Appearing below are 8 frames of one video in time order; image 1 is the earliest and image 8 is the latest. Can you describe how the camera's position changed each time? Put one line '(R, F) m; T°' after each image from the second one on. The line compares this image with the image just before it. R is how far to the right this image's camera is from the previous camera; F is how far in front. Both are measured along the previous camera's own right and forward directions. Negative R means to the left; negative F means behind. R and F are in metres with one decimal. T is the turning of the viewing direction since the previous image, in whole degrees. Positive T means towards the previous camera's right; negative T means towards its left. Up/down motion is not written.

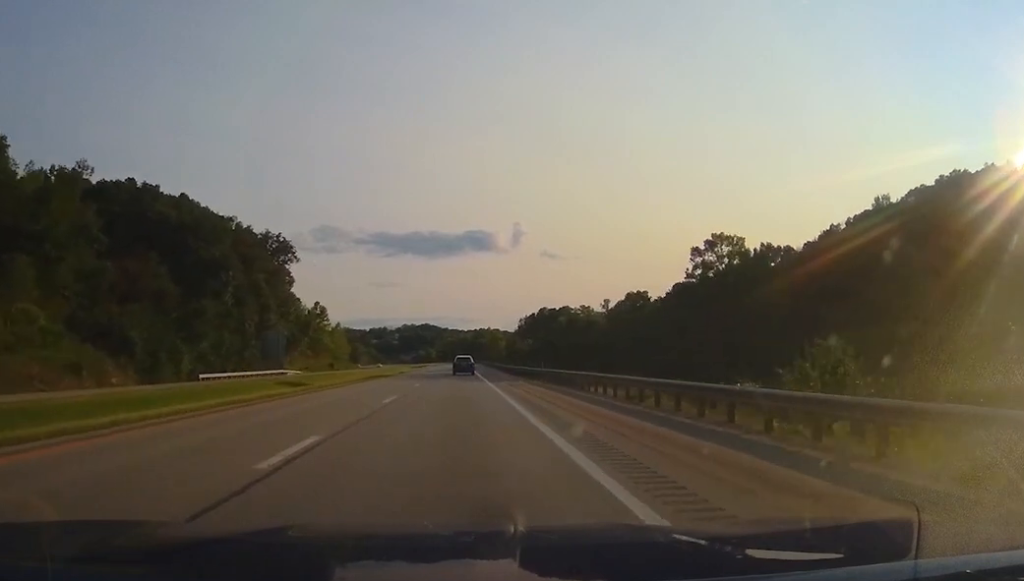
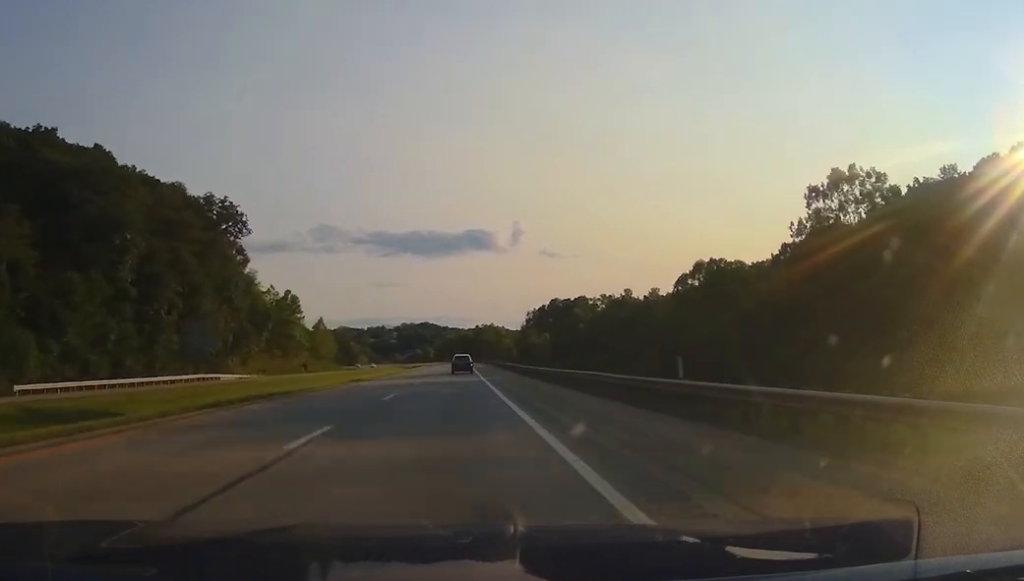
(0.0, +35.3) m; 0°
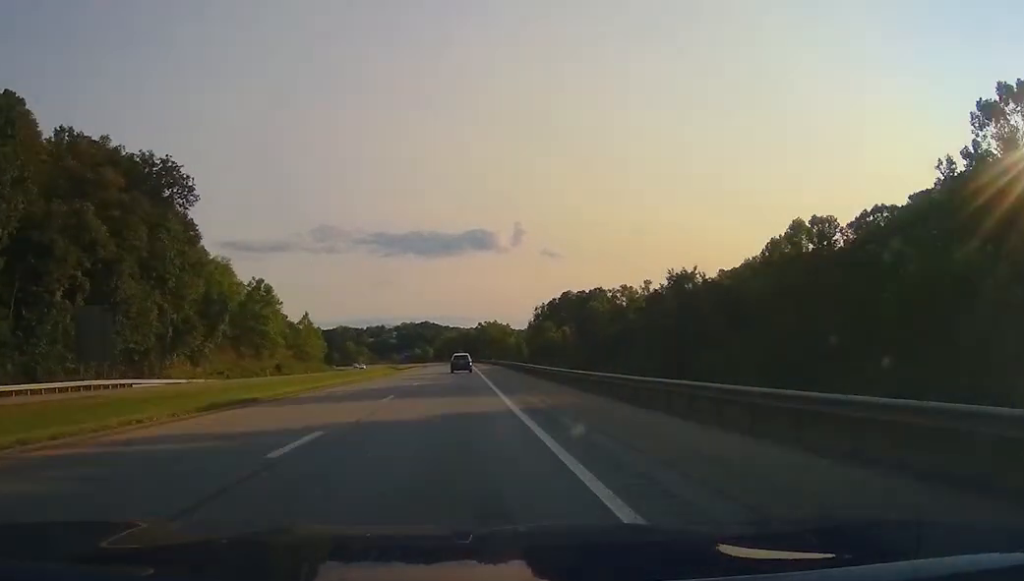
(0.0, +25.2) m; 0°
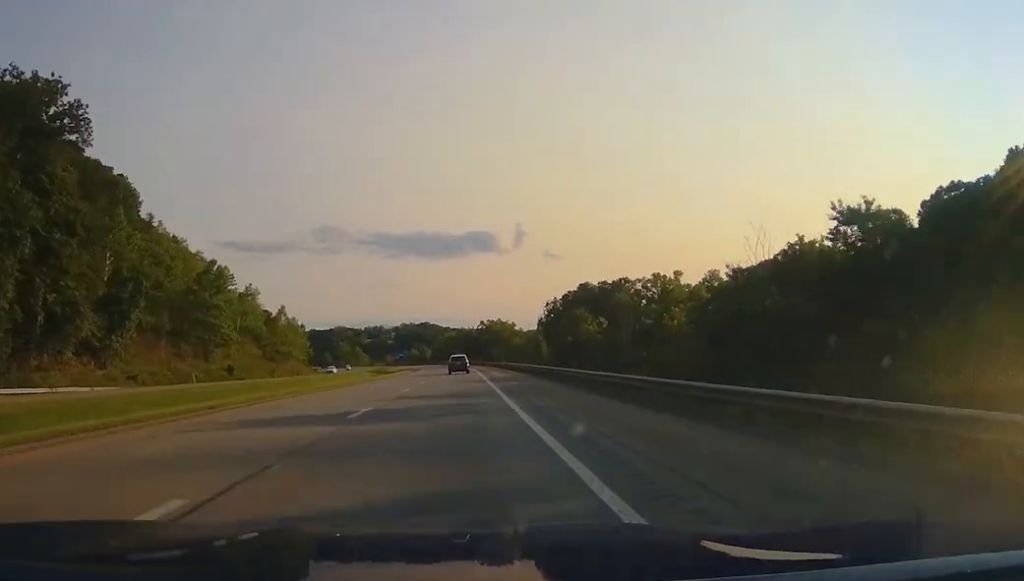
(+0.1, +30.5) m; 0°
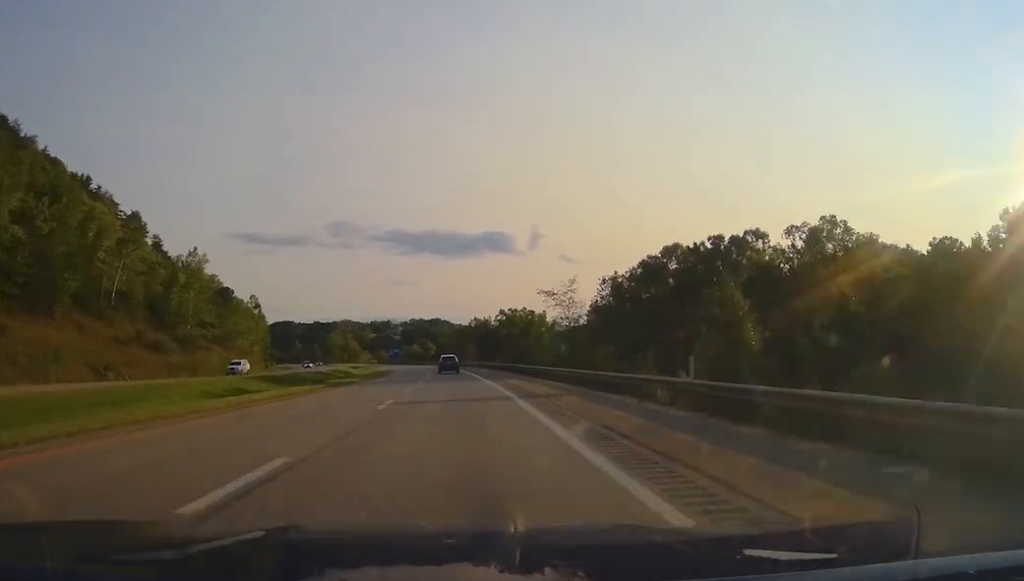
(-0.6, +70.6) m; -1°
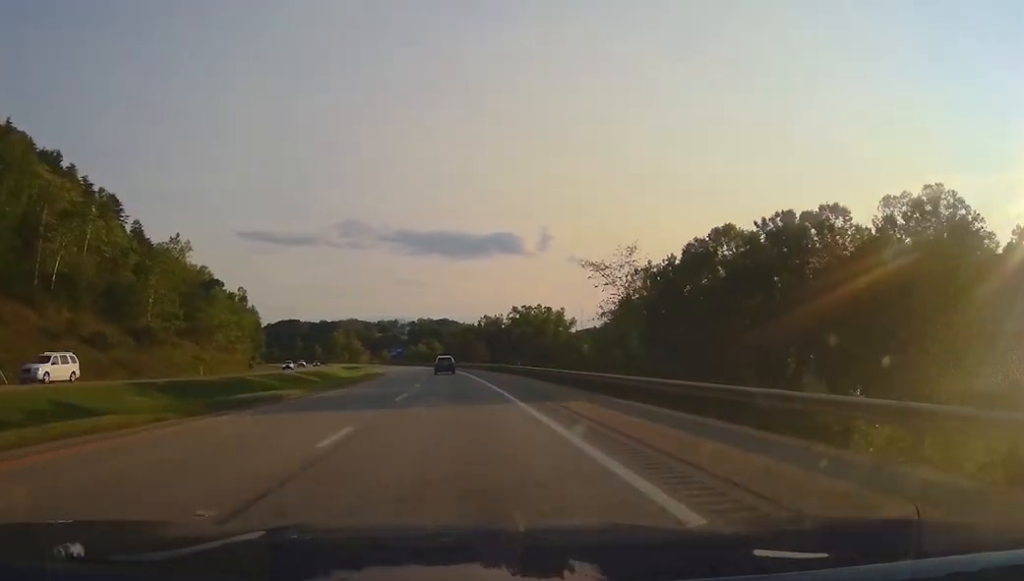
(-0.1, +20.1) m; -1°
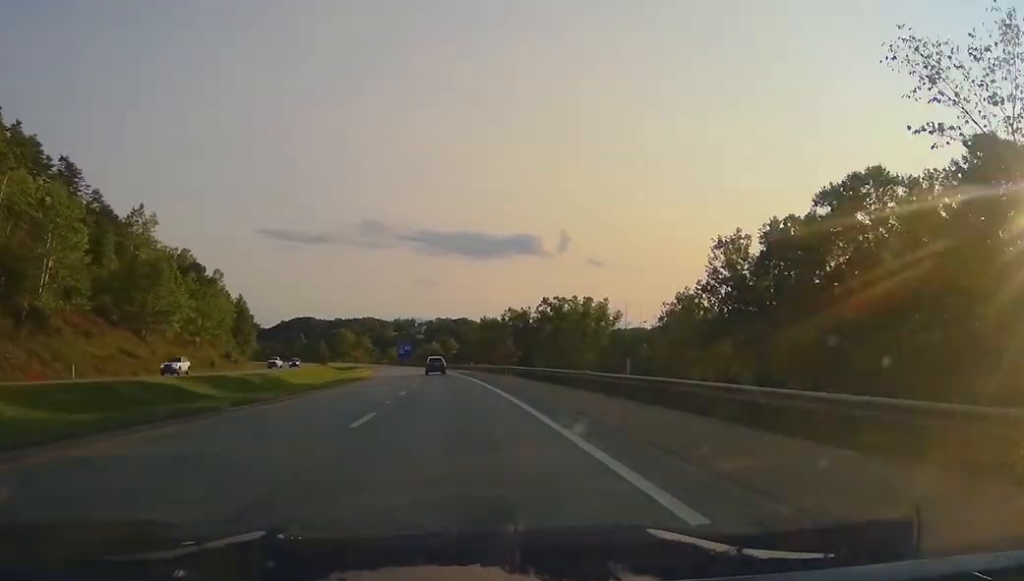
(-0.3, +33.6) m; -2°
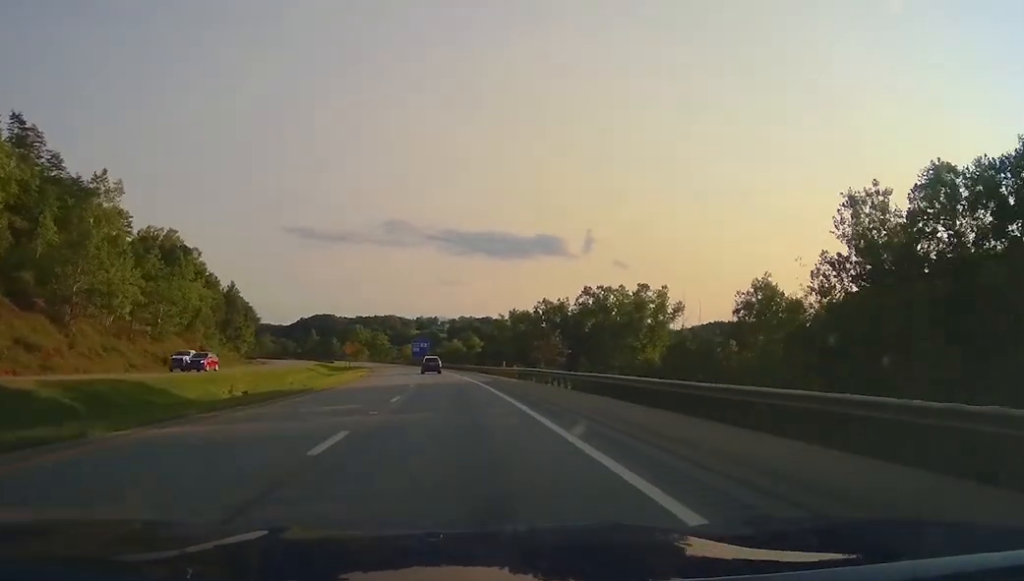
(-0.5, +28.4) m; -2°
